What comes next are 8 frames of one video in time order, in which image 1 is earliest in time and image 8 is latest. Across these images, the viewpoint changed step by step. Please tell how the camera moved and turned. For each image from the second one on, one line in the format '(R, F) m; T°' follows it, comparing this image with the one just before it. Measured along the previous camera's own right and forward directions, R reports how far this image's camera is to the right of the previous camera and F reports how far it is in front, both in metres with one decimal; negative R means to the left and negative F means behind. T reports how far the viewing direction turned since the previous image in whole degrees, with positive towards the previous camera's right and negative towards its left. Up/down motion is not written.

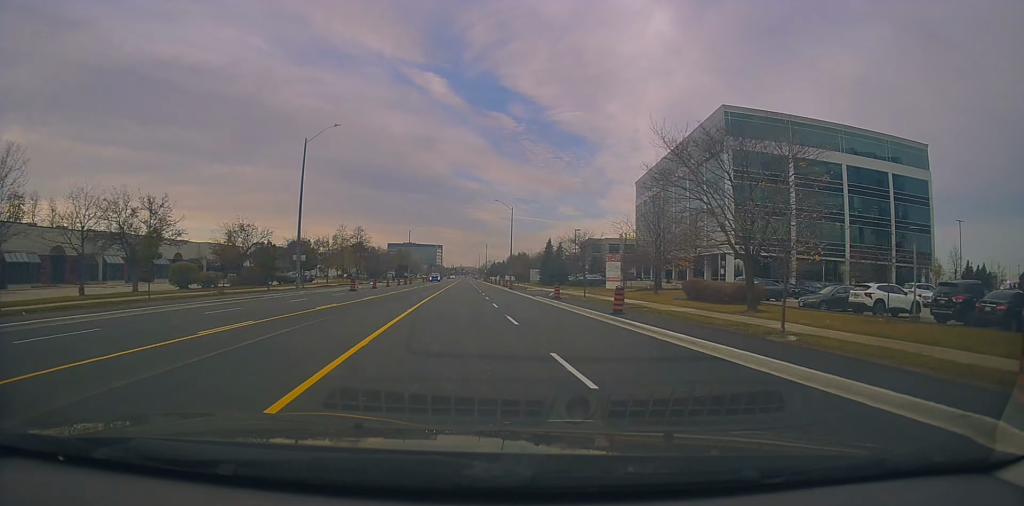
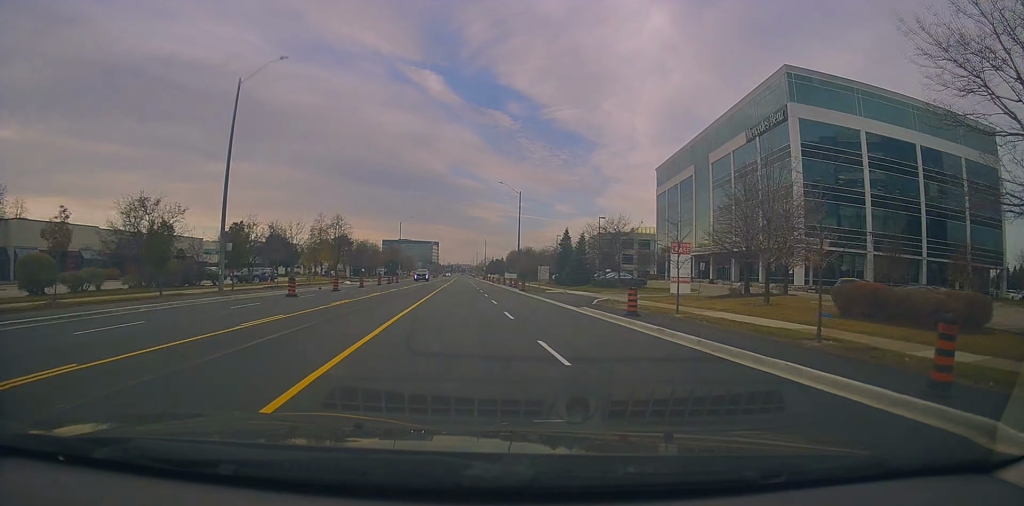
(-0.4, +15.9) m; -1°
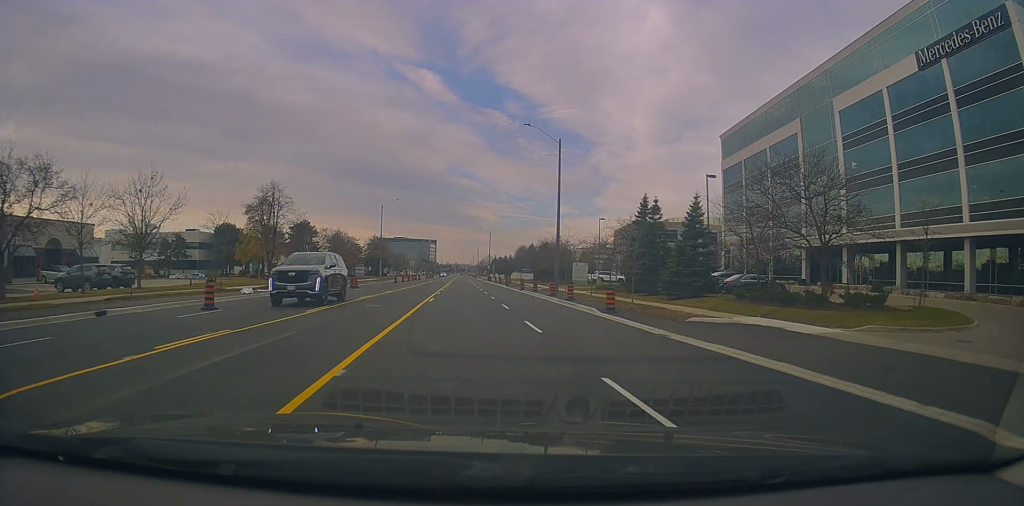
(+1.0, +31.3) m; +3°
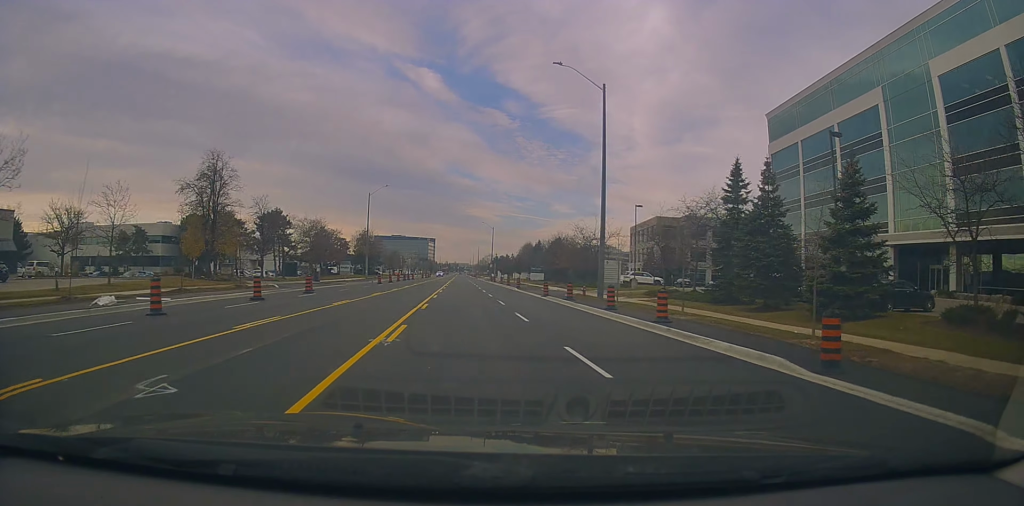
(+0.1, +14.8) m; 0°
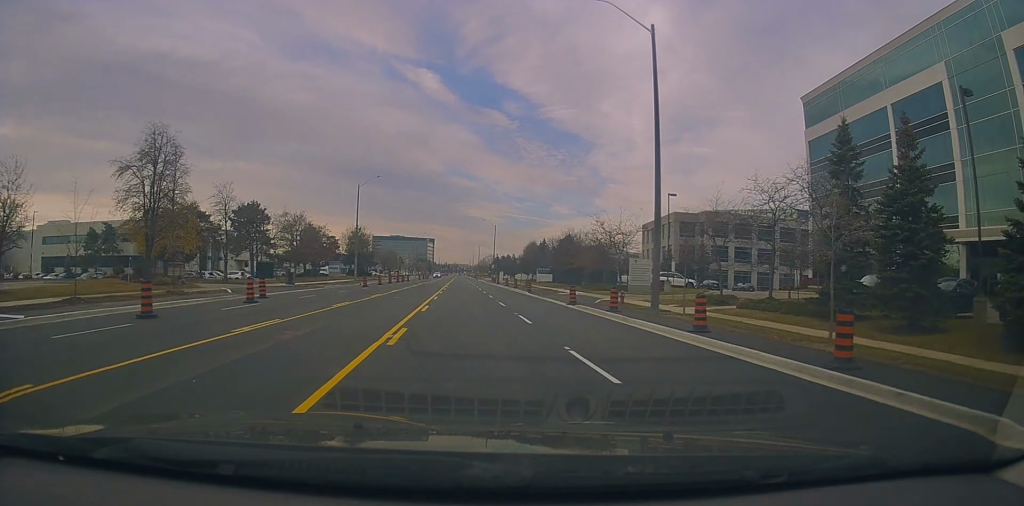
(-0.1, +9.3) m; -1°
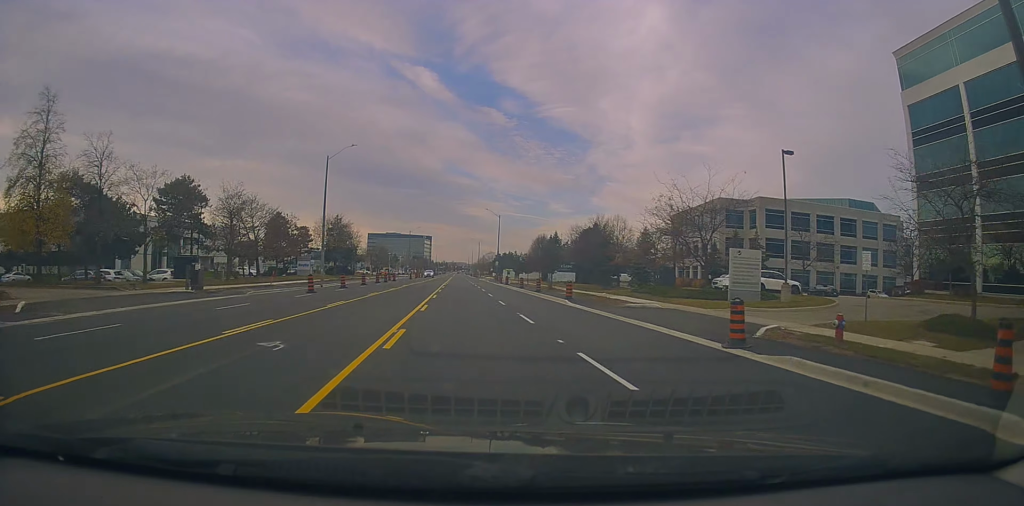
(0.0, +18.4) m; -1°
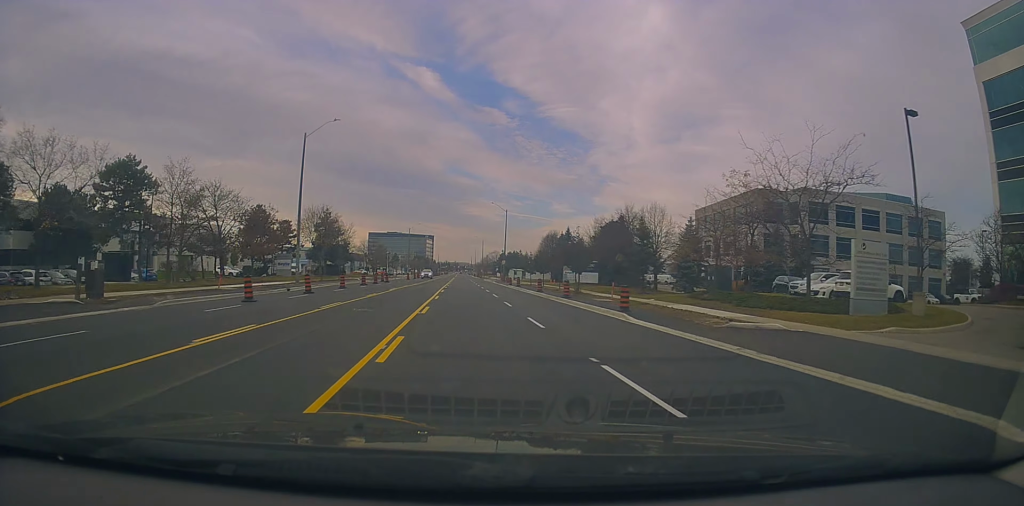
(-0.2, +10.7) m; -1°
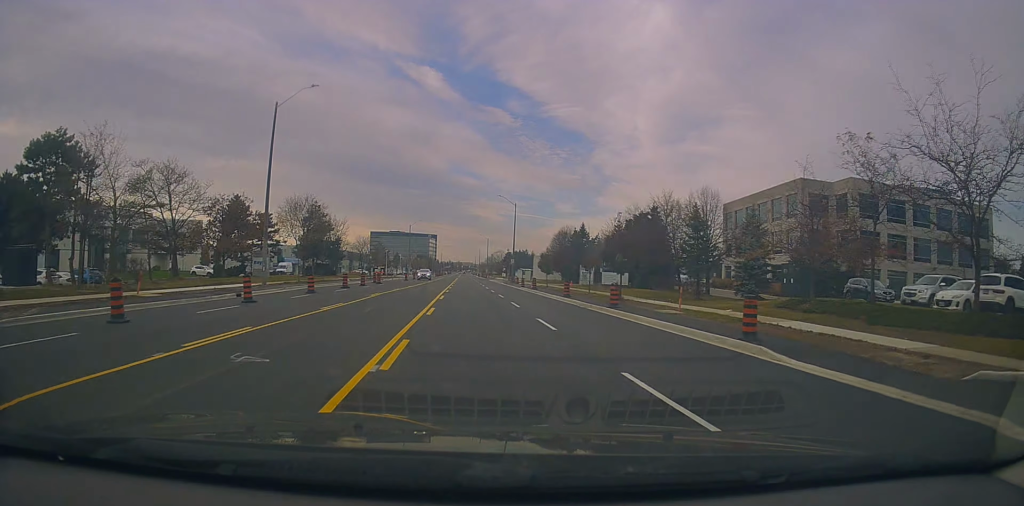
(-0.1, +10.0) m; 0°
